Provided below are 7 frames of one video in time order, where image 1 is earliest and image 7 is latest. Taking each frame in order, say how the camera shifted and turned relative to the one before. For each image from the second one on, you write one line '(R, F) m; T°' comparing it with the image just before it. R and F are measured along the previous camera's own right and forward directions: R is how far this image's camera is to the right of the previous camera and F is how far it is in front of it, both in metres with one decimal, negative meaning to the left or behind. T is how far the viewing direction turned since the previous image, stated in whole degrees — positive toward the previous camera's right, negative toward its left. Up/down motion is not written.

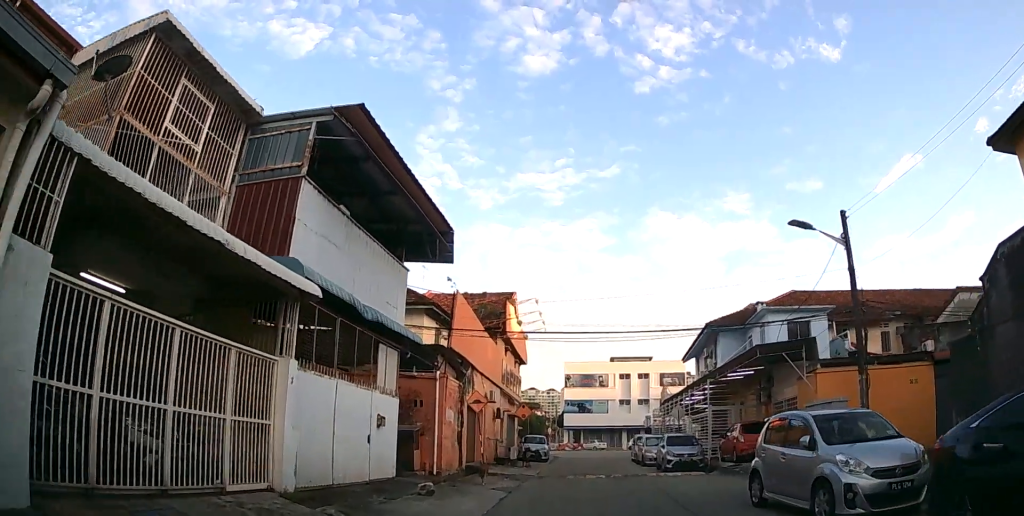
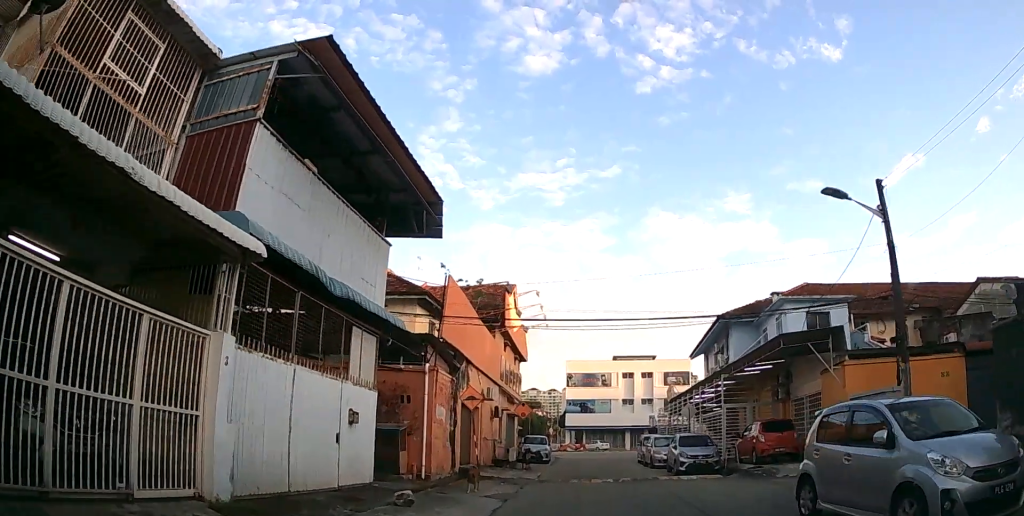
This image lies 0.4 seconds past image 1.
(0.0, +1.9) m; 0°
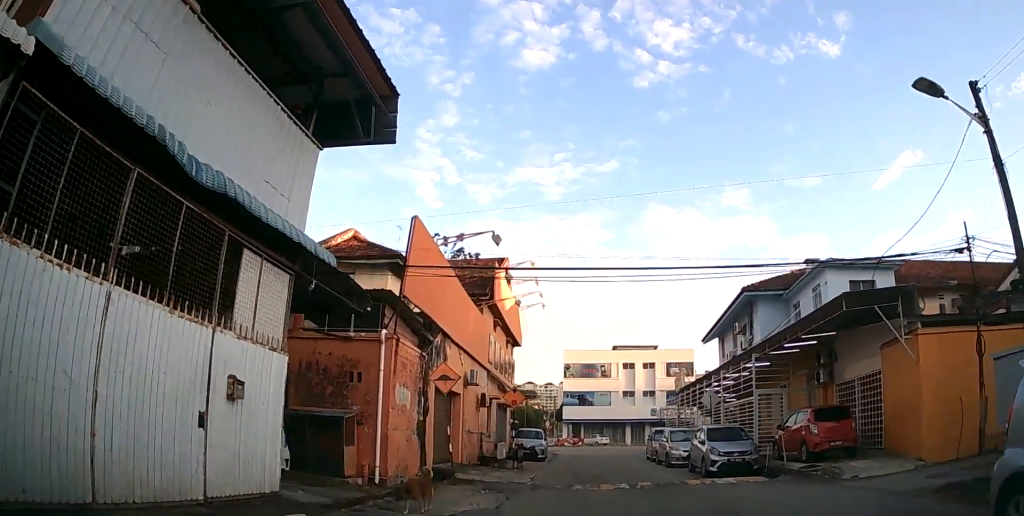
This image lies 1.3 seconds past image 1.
(0.0, +4.1) m; 0°
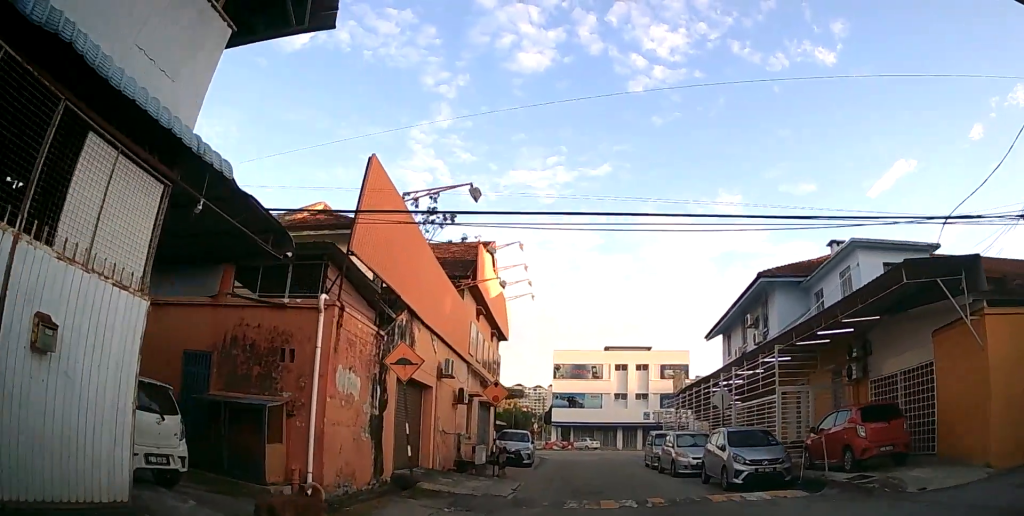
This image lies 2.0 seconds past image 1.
(0.0, +2.9) m; -1°
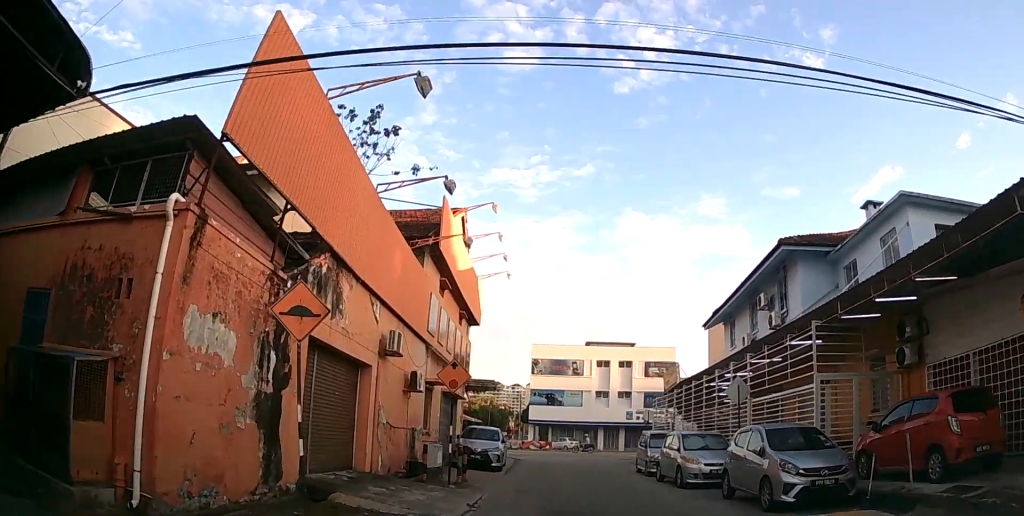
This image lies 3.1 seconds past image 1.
(-0.1, +3.7) m; -2°
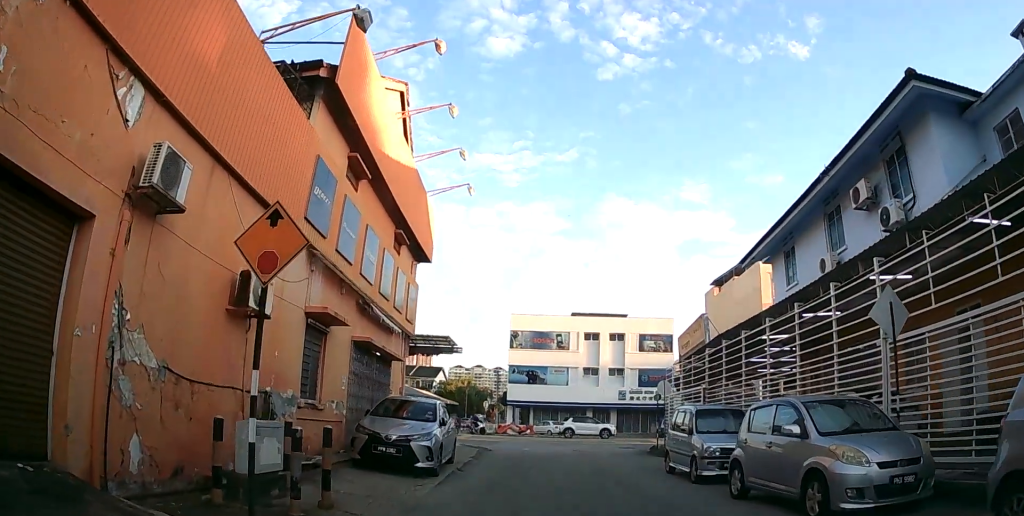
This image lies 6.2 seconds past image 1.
(+0.2, +8.2) m; +4°
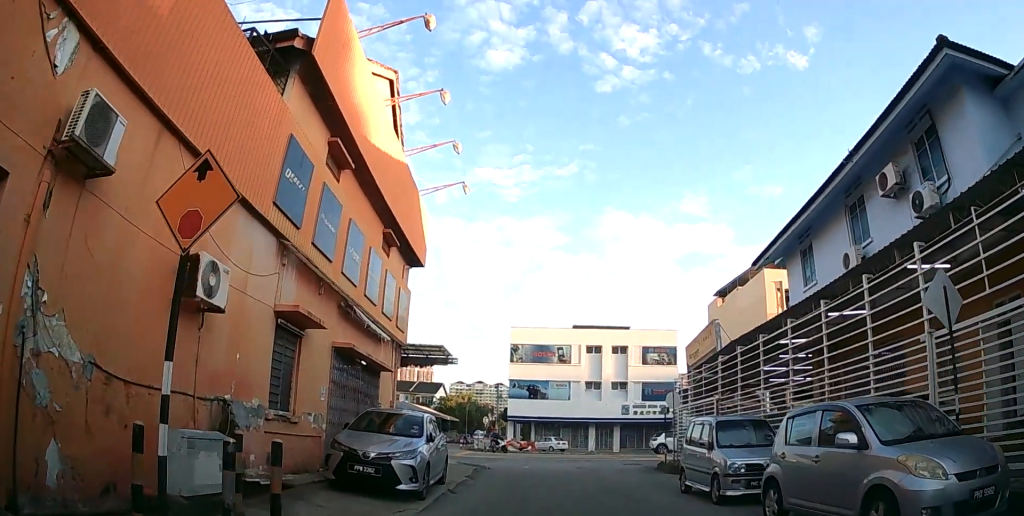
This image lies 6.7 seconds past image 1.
(0.0, +1.4) m; 0°
